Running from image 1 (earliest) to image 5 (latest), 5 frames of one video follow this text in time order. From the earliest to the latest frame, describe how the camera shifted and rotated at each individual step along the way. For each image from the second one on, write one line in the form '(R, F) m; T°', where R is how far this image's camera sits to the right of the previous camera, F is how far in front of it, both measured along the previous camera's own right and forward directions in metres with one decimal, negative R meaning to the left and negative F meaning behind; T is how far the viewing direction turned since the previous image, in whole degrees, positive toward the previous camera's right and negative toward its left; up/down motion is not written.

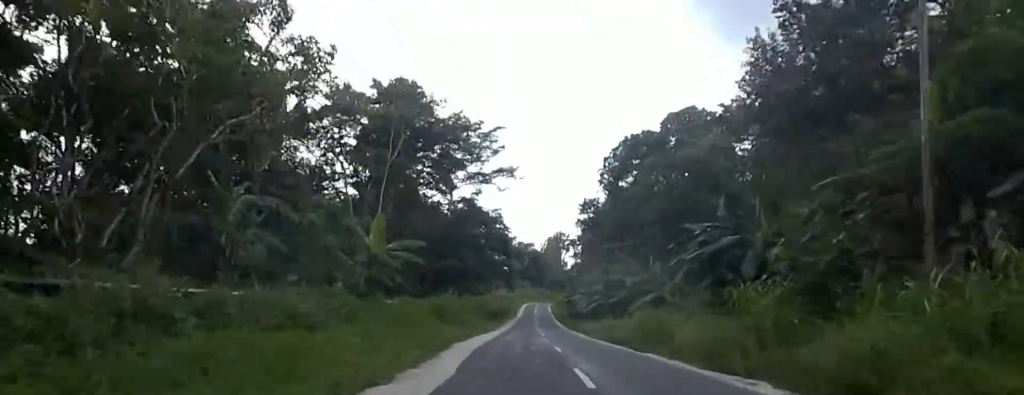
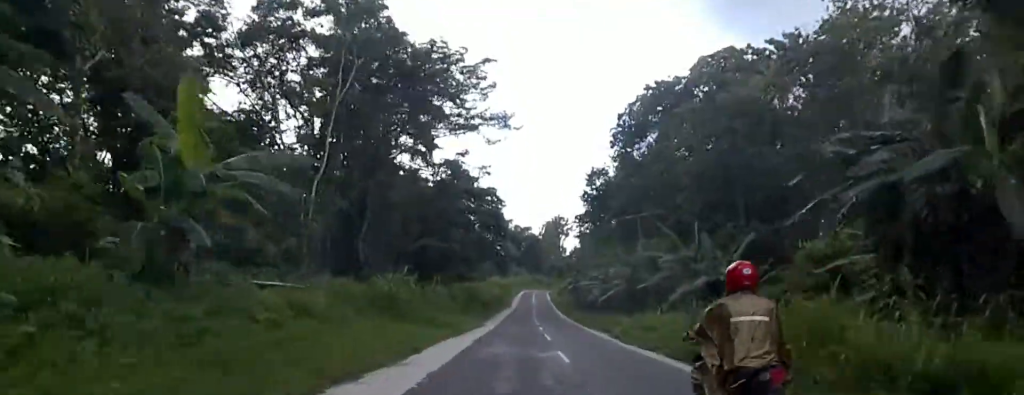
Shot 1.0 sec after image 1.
(-0.3, +12.6) m; +1°
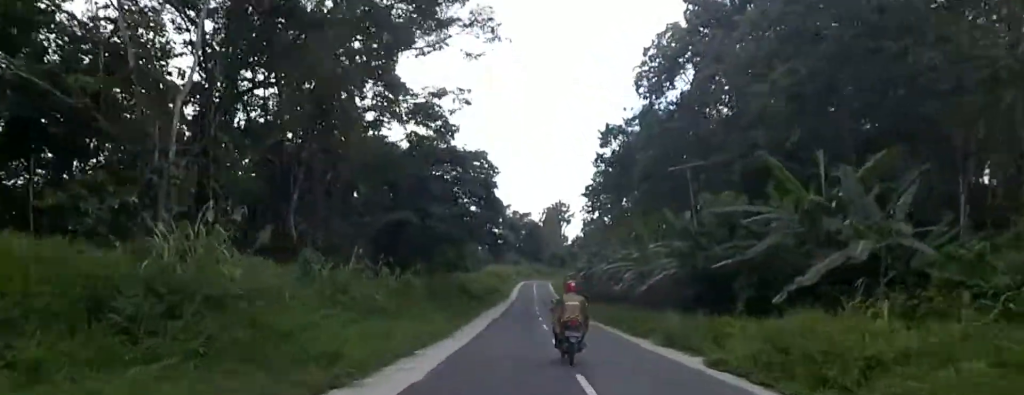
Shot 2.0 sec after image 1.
(+0.5, +13.7) m; +2°
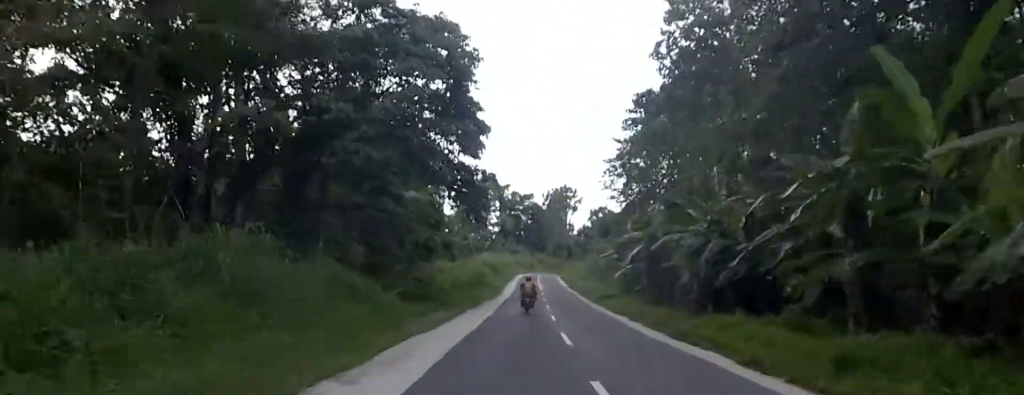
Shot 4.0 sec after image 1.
(-0.5, +25.7) m; -3°
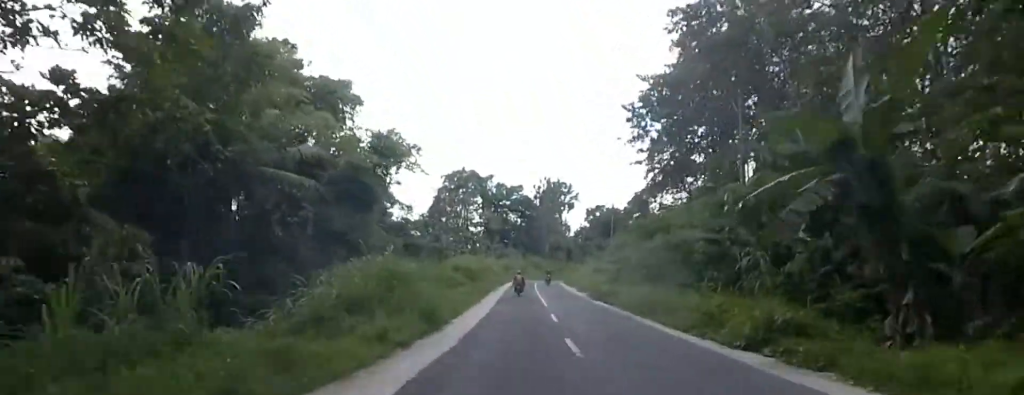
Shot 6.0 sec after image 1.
(+0.3, +27.1) m; +5°
